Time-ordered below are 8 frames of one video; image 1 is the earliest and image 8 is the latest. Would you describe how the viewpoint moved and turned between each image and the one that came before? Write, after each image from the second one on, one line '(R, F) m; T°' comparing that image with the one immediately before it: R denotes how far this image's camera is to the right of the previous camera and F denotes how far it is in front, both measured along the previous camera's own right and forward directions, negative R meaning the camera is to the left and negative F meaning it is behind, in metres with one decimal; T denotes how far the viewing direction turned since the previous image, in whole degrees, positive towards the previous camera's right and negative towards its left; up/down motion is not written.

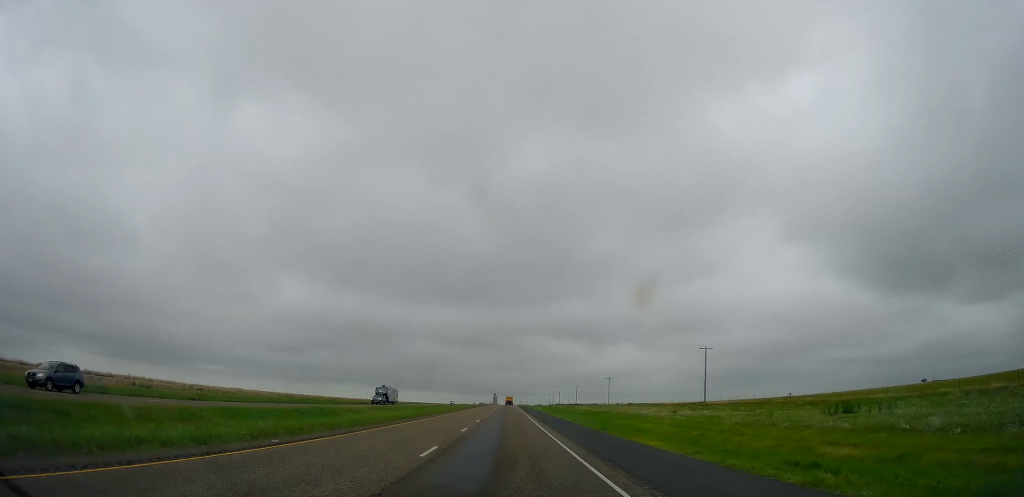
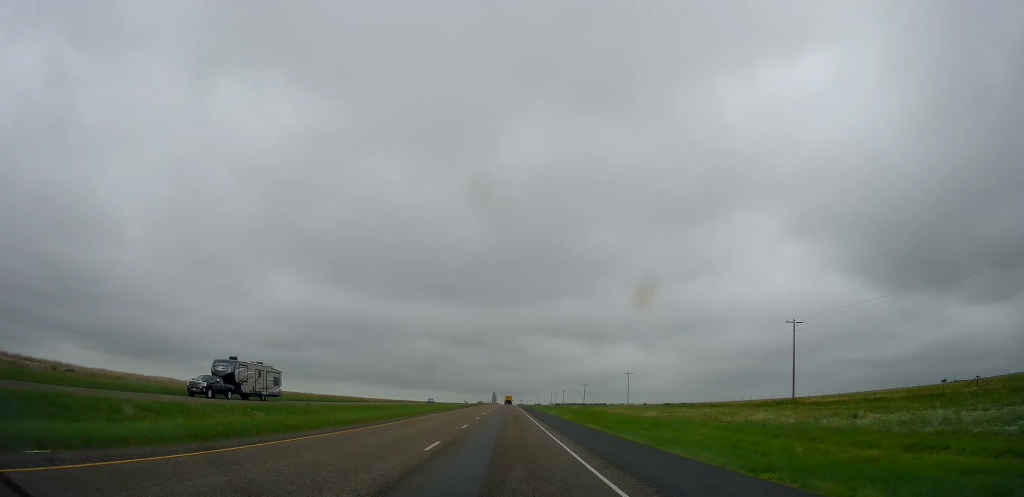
(-0.2, +34.5) m; 0°
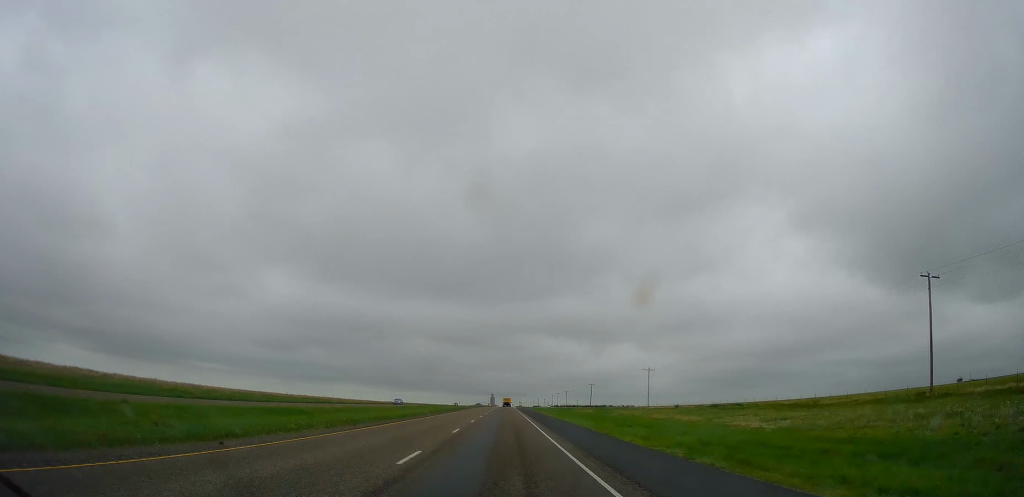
(-0.1, +27.6) m; 0°
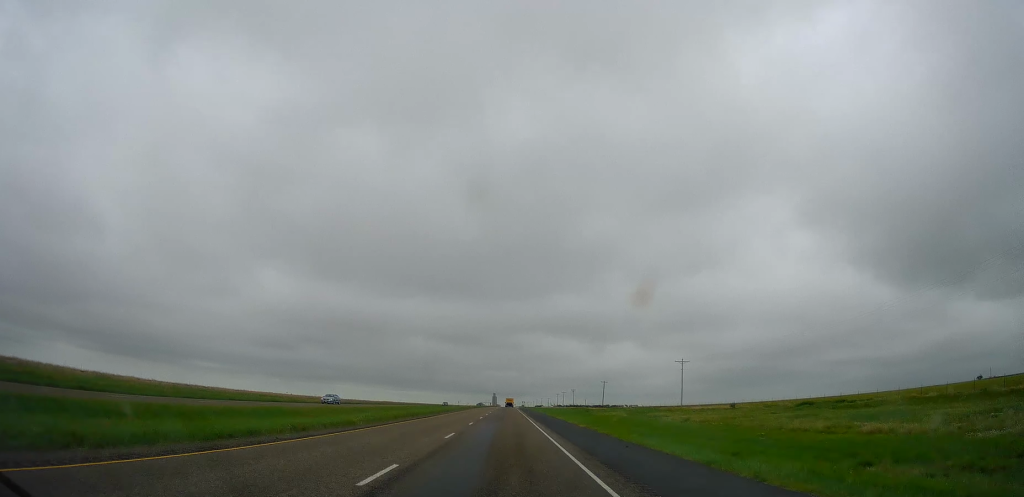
(+0.3, +27.7) m; +1°
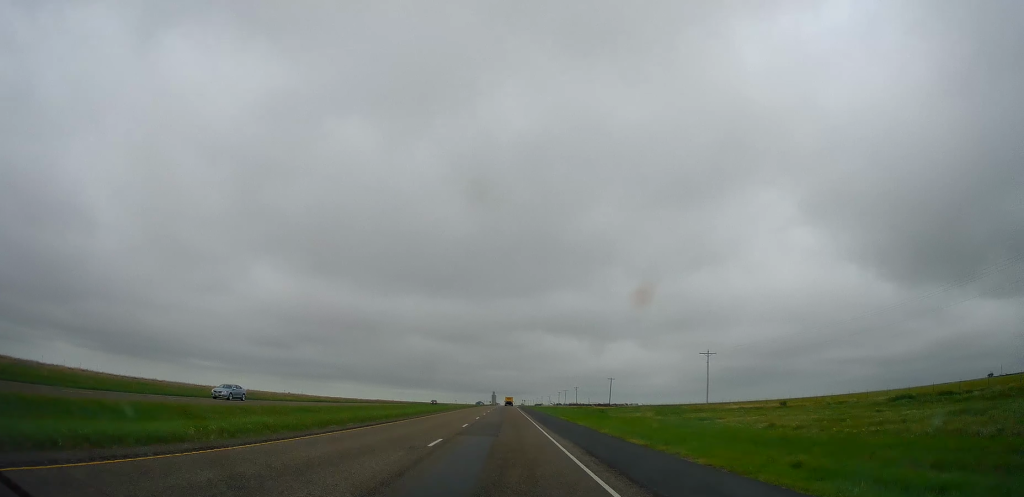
(0.0, +16.6) m; 0°
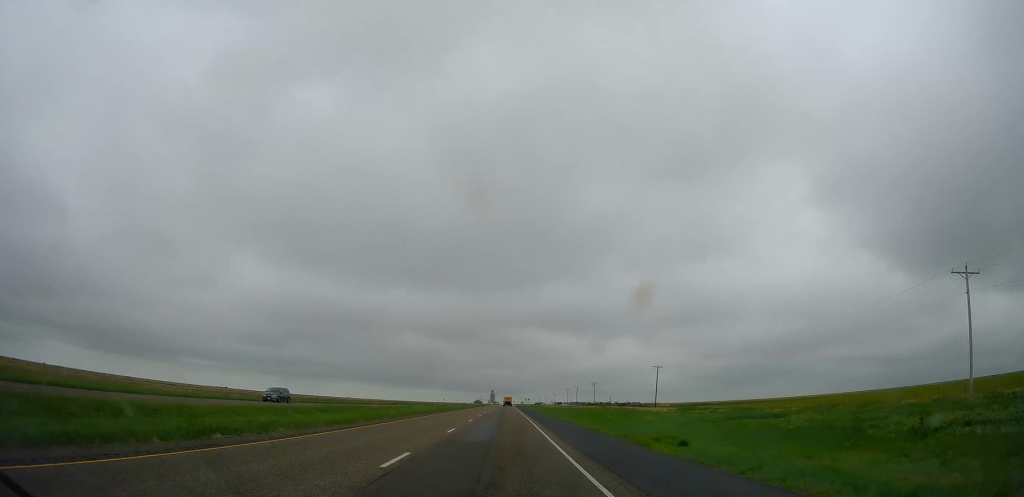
(+0.2, +67.2) m; 0°
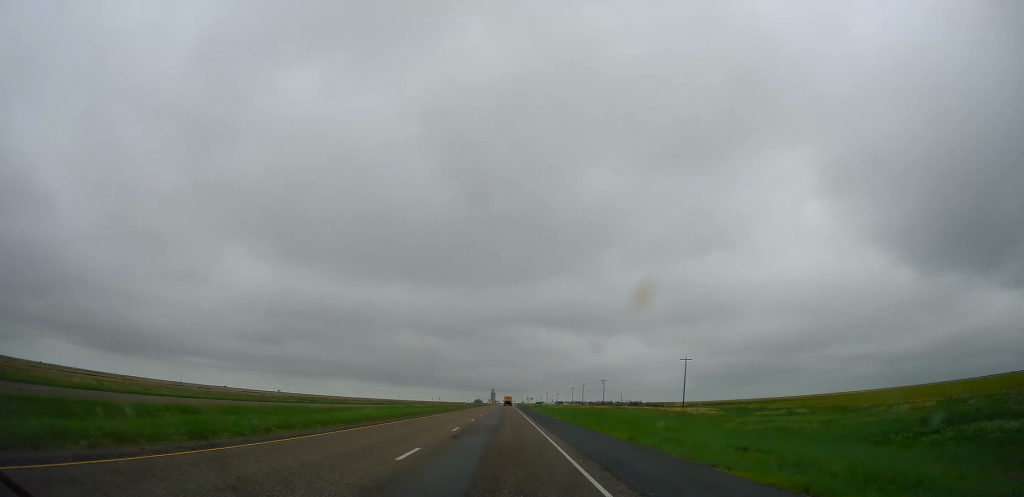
(0.0, +23.1) m; 0°
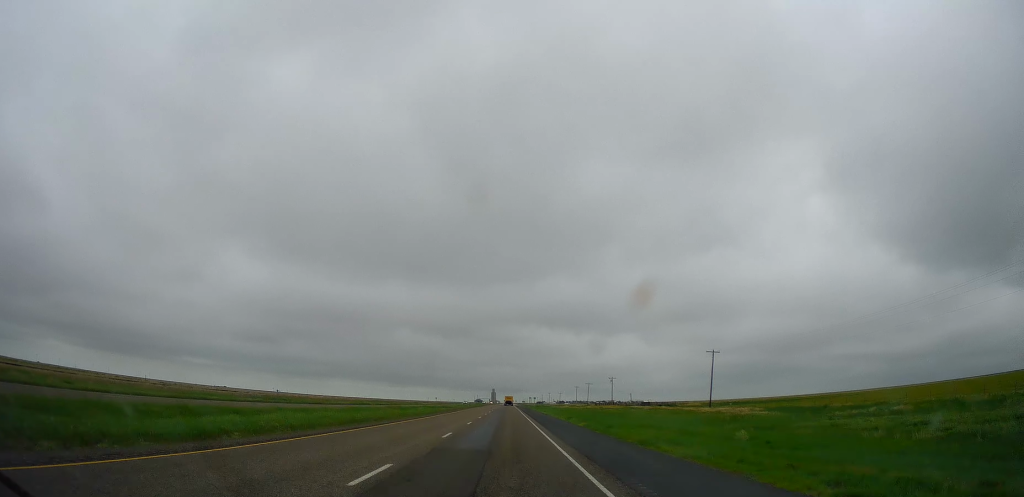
(-0.1, +16.3) m; 0°
